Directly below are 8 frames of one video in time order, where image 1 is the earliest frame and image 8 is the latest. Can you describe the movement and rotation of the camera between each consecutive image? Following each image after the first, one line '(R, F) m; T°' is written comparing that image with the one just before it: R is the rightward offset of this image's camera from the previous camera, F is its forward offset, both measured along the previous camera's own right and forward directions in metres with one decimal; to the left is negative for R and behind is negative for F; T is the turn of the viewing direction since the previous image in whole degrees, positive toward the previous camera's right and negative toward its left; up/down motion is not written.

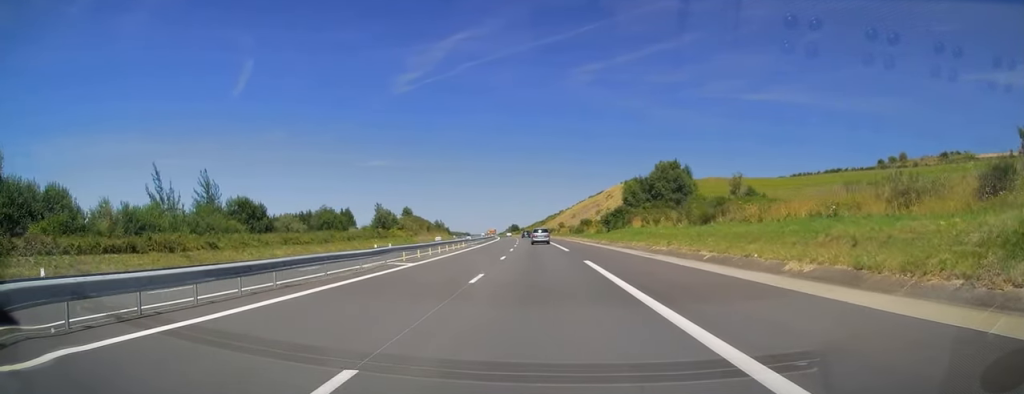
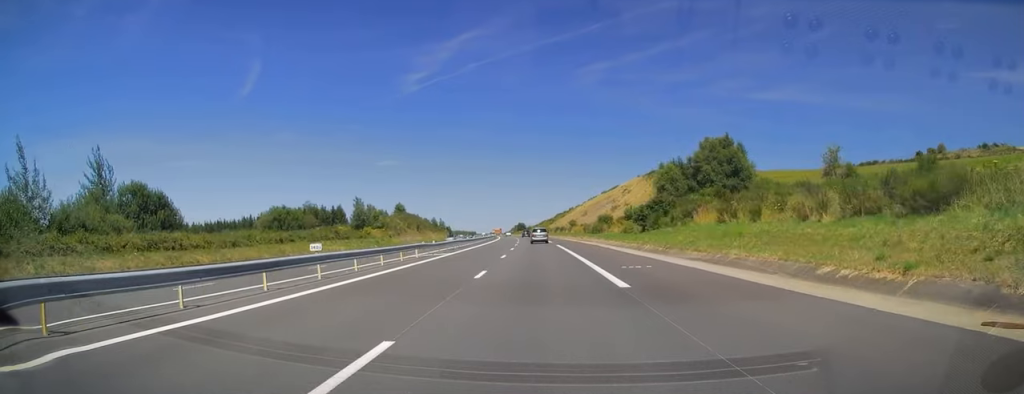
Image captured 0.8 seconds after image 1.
(-0.2, +24.6) m; -1°
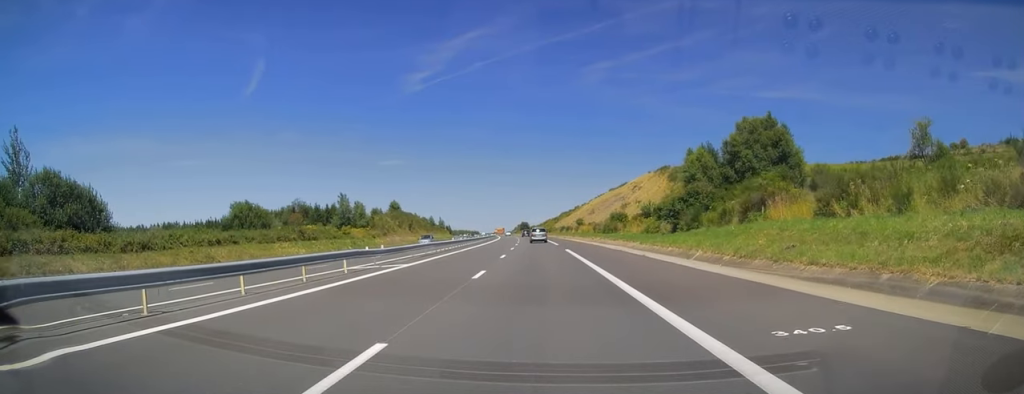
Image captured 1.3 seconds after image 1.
(0.0, +13.3) m; 0°
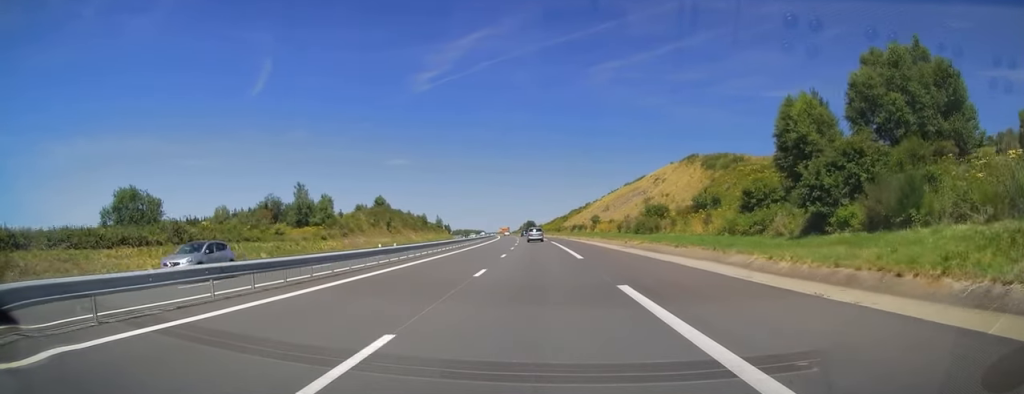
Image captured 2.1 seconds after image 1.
(-0.1, +25.6) m; 0°
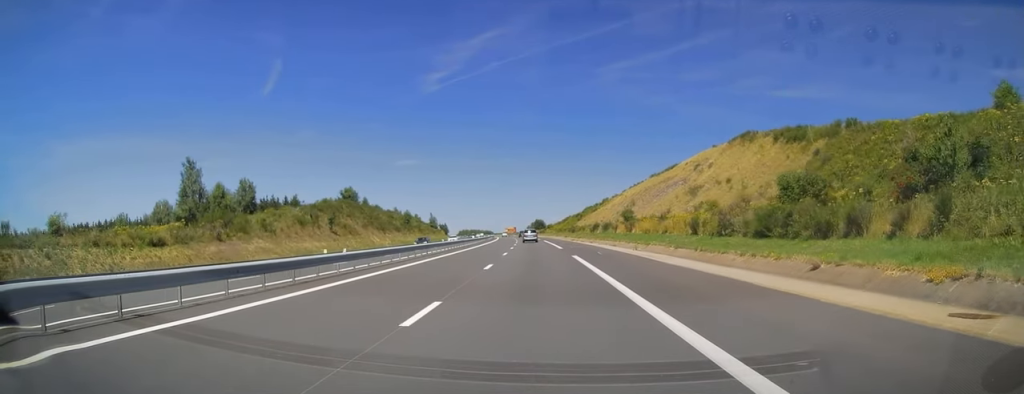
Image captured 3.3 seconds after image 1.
(-0.1, +35.4) m; -1°
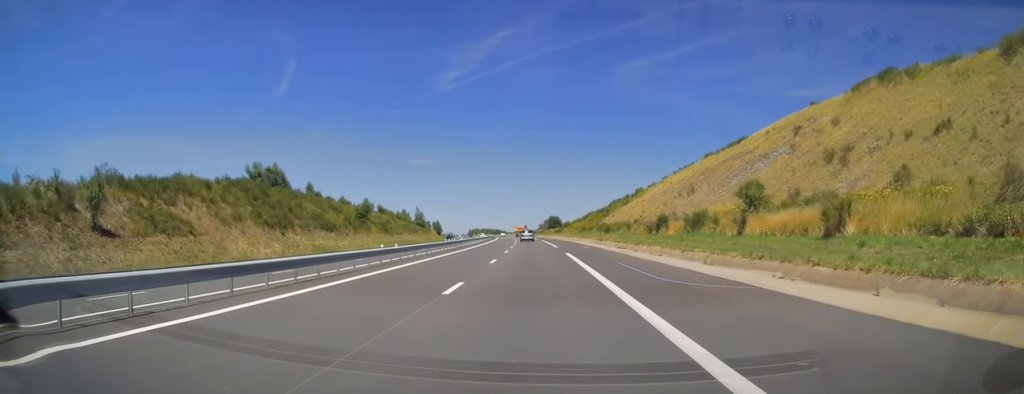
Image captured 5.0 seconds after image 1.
(-0.7, +47.8) m; -2°
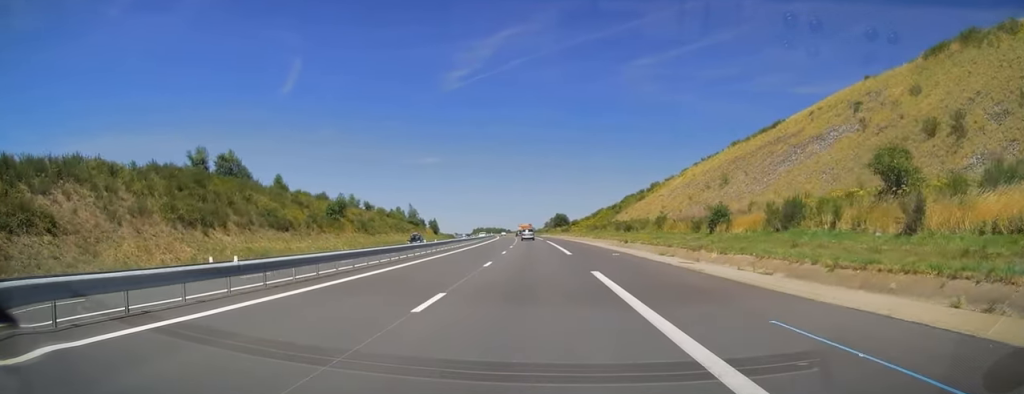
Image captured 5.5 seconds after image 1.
(+0.1, +16.3) m; -1°
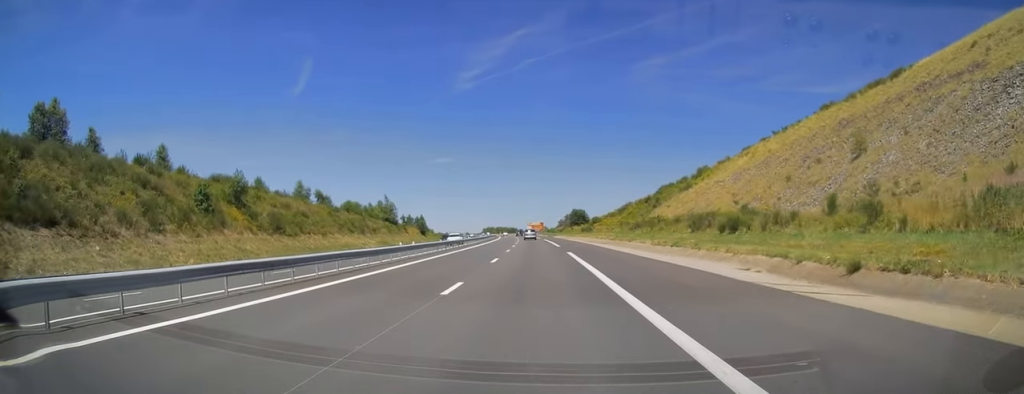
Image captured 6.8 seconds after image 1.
(-0.5, +36.5) m; -1°
